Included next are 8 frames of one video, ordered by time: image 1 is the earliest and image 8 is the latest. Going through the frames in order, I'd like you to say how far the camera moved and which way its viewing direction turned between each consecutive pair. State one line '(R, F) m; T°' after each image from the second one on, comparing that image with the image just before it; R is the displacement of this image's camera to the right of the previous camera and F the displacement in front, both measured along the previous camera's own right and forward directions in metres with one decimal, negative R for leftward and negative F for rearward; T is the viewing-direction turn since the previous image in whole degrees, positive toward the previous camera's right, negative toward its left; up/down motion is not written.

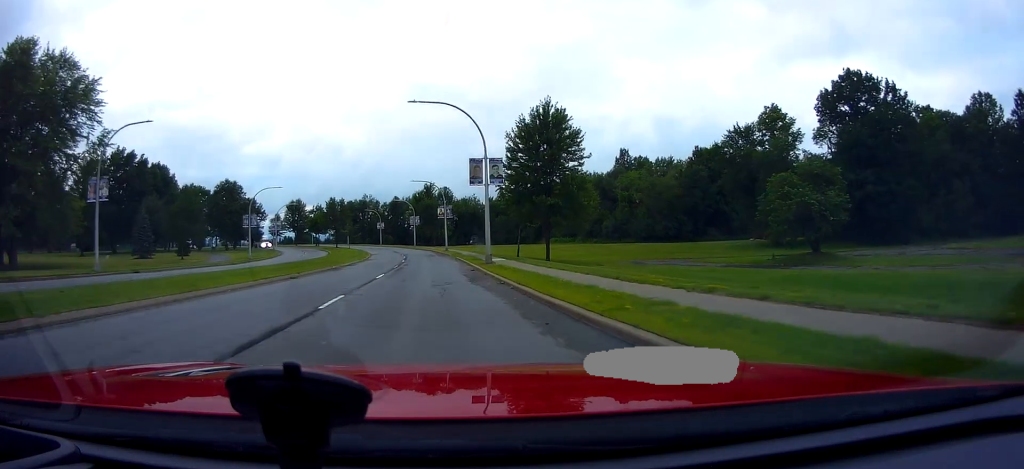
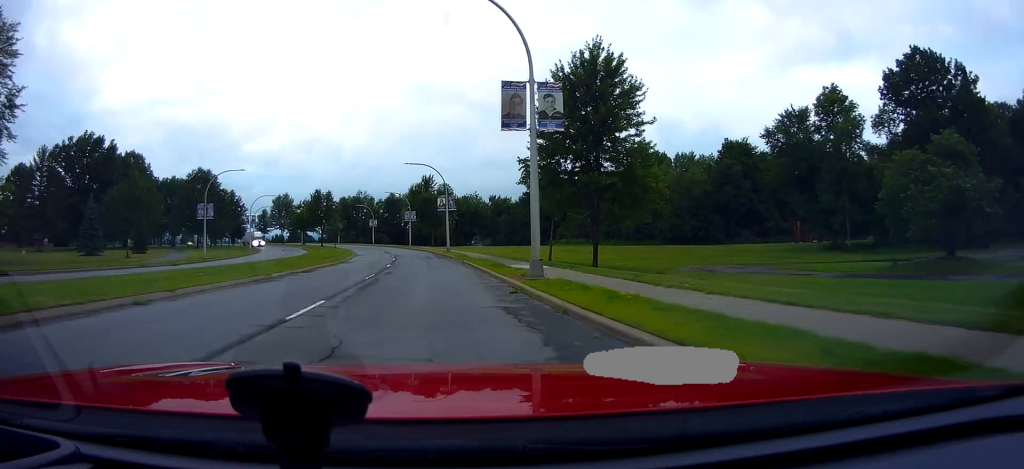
(+0.5, +14.5) m; +2°
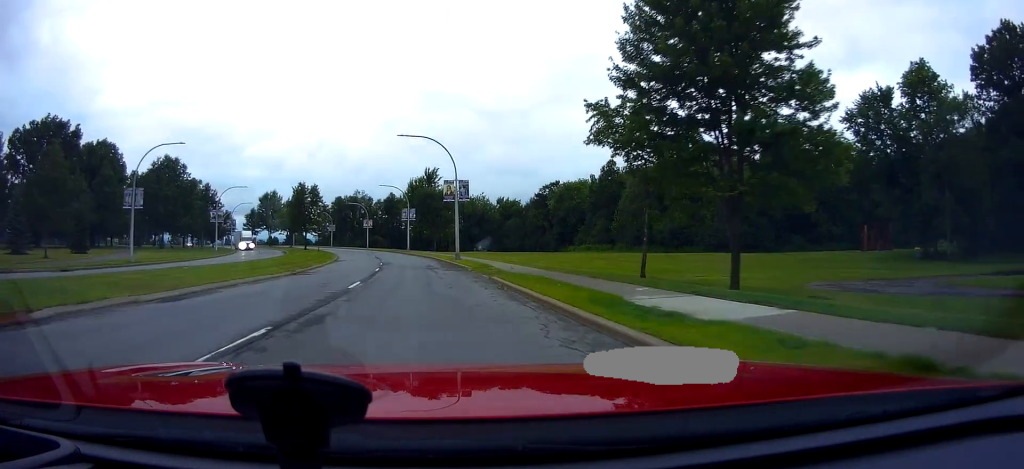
(0.0, +16.2) m; -2°
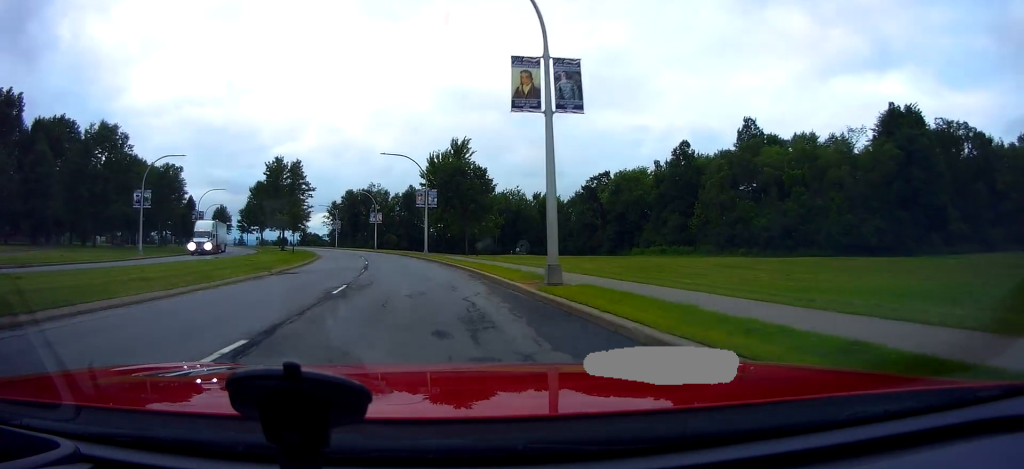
(-0.2, +26.8) m; -2°
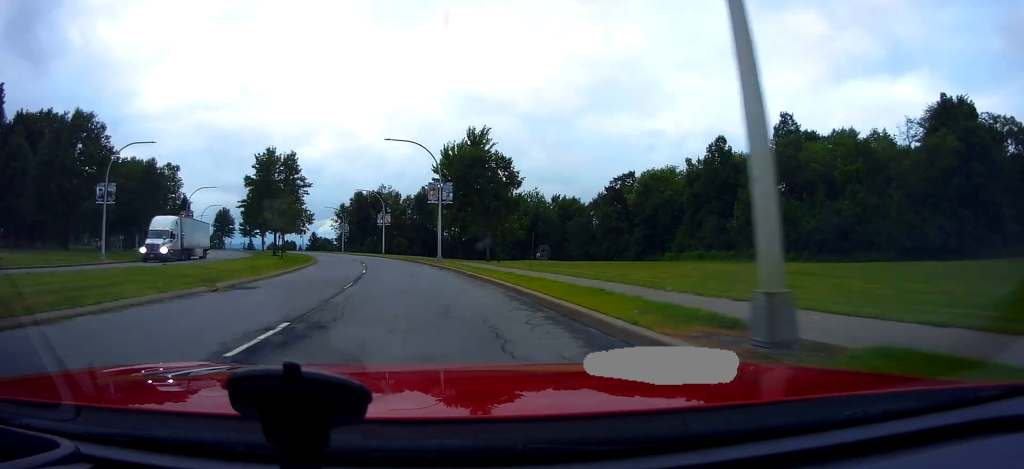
(+0.1, +8.6) m; -2°
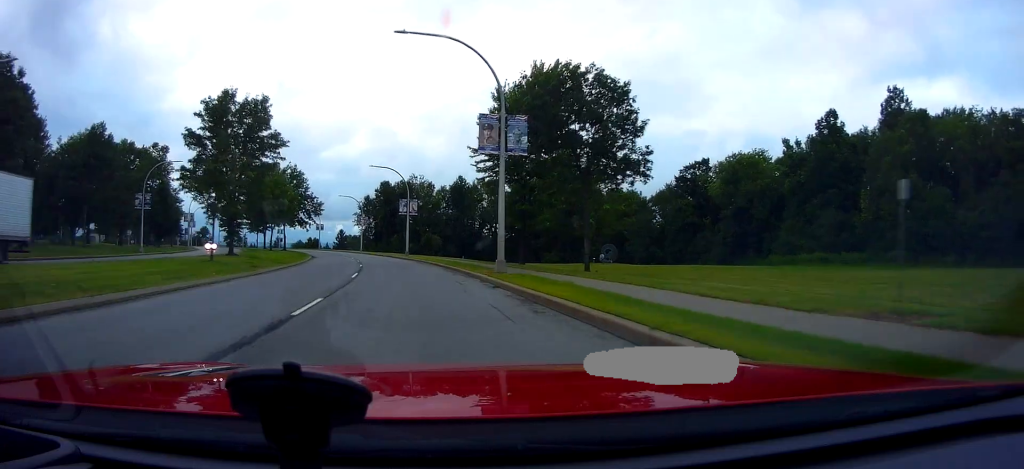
(-1.3, +20.9) m; -4°
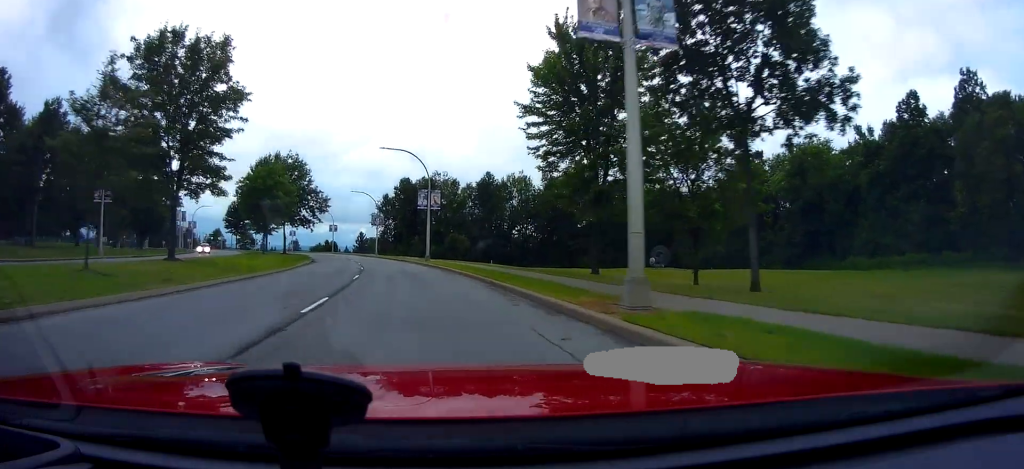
(0.0, +11.8) m; -1°
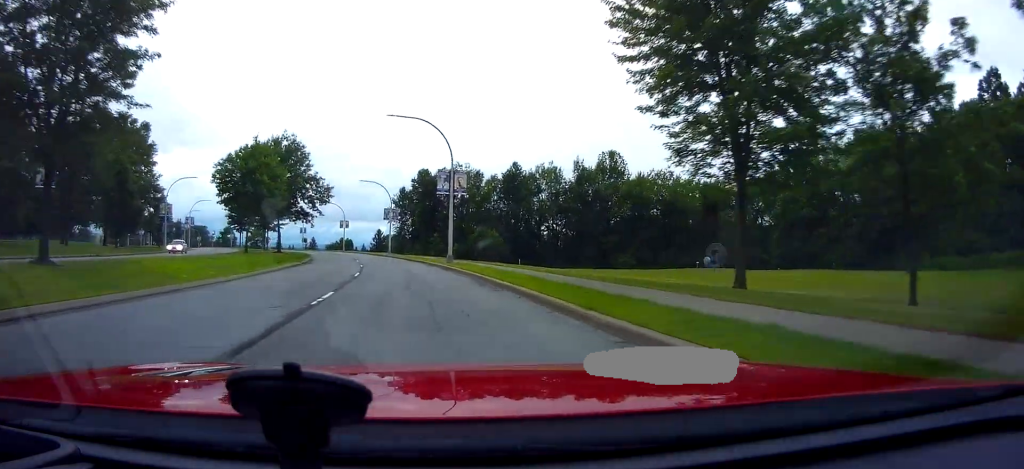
(0.0, +10.7) m; -2°
